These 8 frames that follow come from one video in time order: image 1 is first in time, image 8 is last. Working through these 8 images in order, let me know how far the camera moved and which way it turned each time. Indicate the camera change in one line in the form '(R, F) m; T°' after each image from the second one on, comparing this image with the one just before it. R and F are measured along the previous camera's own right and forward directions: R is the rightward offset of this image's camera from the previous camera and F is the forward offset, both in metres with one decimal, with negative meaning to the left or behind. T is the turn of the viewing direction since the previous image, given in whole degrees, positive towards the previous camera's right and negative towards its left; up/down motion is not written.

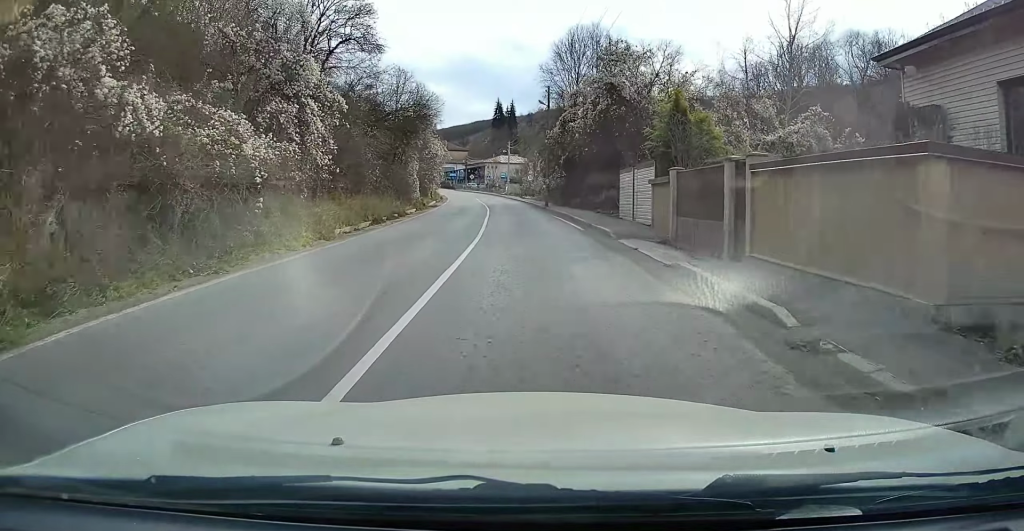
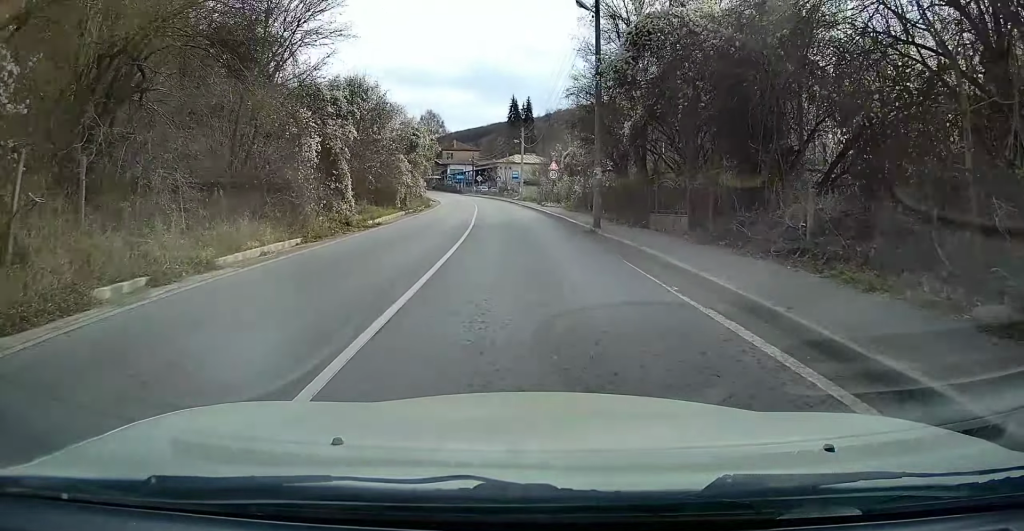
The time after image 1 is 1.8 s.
(-0.2, +22.9) m; -3°
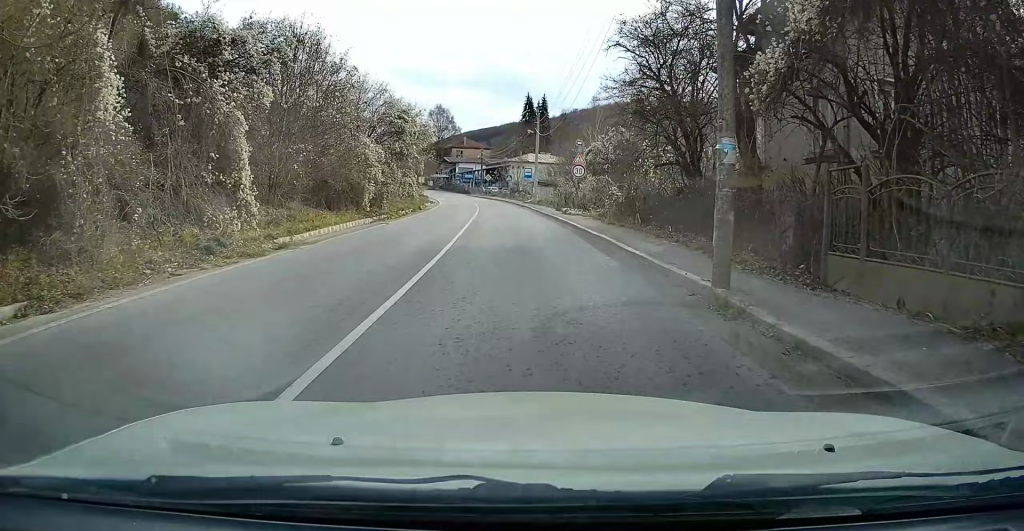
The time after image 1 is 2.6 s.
(-0.5, +10.9) m; -2°
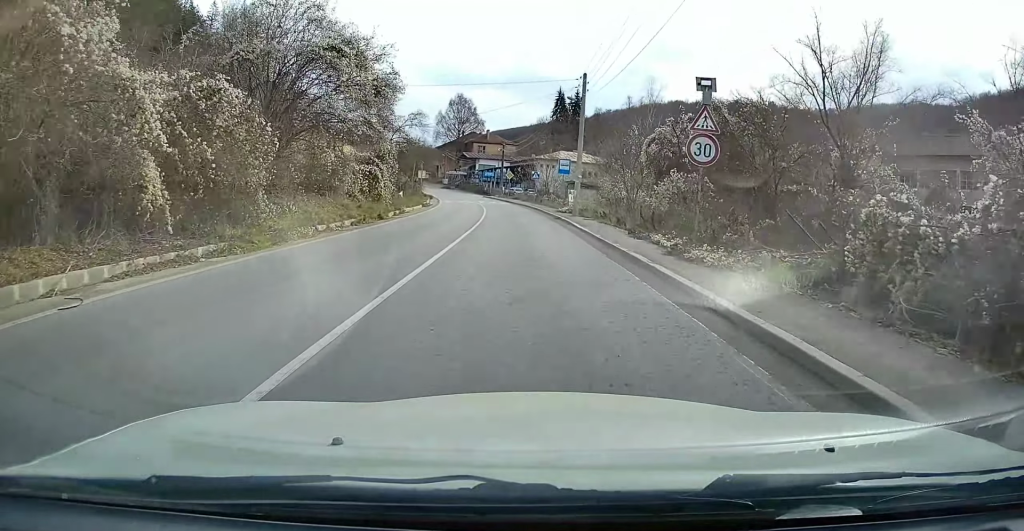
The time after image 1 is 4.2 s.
(-0.1, +19.4) m; -2°
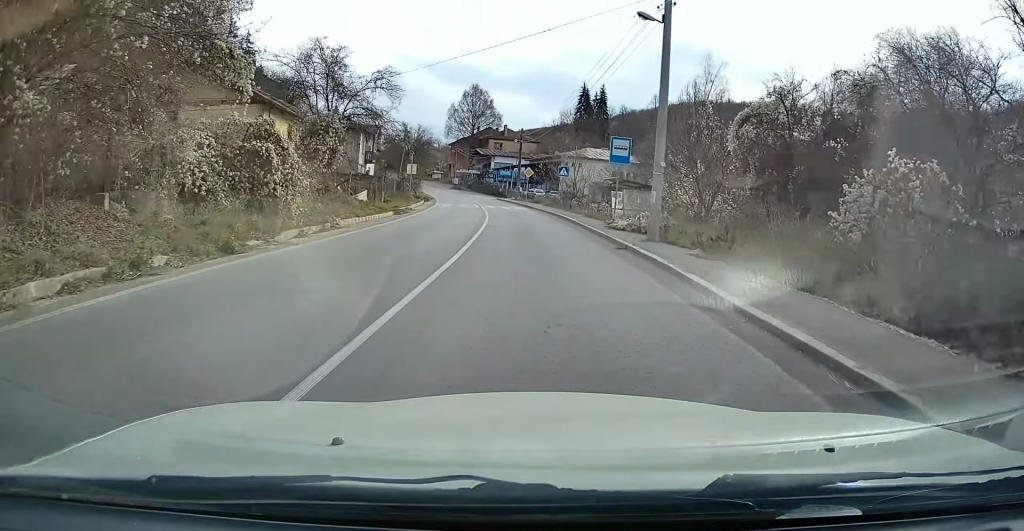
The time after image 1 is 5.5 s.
(-0.6, +16.1) m; -2°
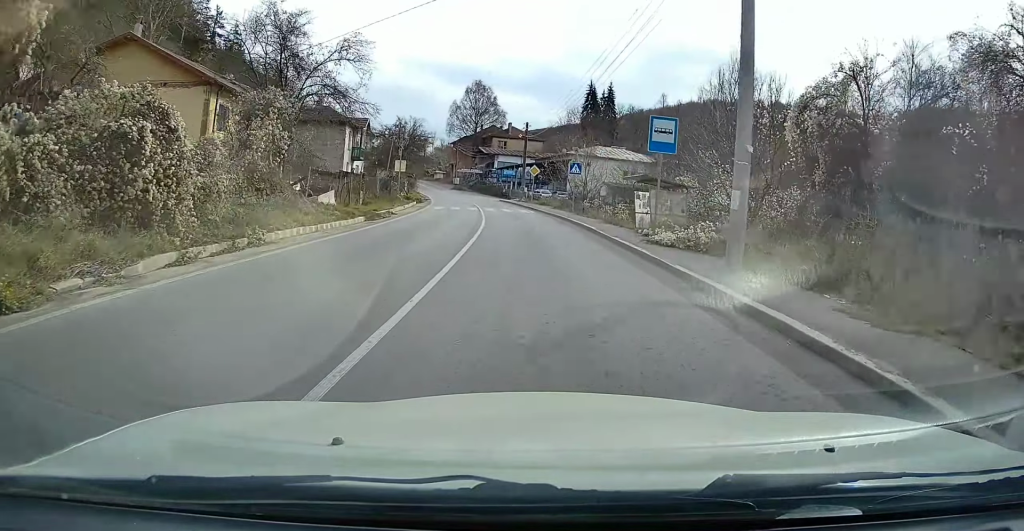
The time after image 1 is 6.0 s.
(0.0, +6.2) m; 0°
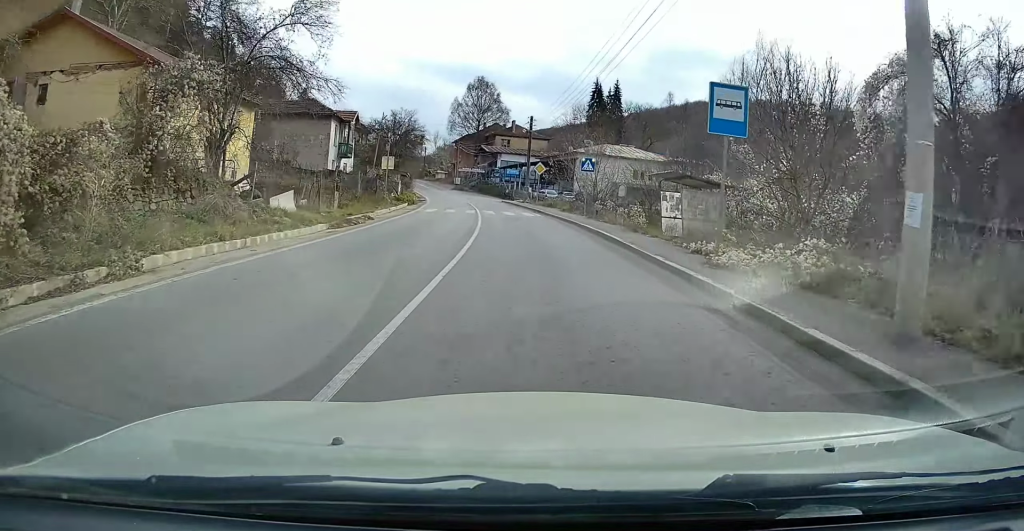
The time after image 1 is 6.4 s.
(0.0, +5.1) m; 0°
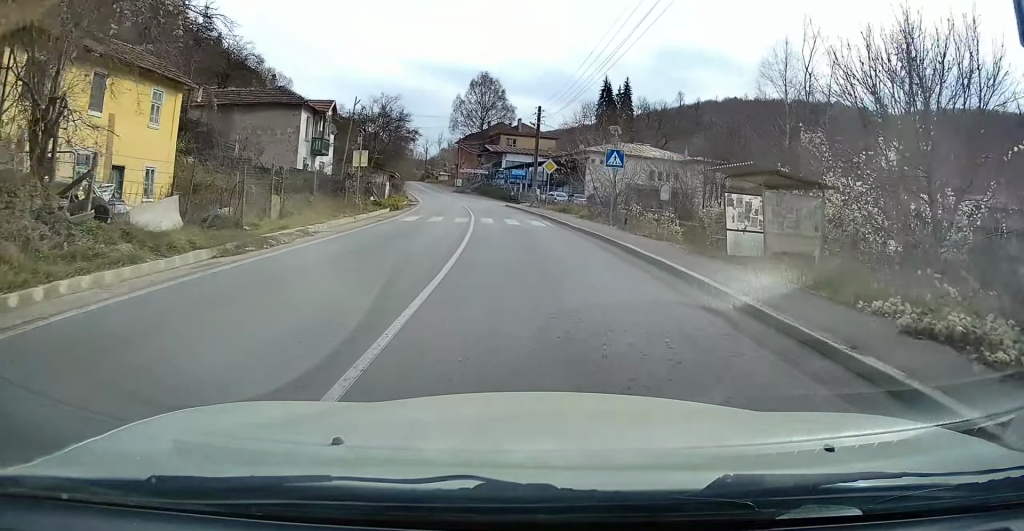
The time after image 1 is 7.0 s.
(0.0, +7.1) m; 0°
